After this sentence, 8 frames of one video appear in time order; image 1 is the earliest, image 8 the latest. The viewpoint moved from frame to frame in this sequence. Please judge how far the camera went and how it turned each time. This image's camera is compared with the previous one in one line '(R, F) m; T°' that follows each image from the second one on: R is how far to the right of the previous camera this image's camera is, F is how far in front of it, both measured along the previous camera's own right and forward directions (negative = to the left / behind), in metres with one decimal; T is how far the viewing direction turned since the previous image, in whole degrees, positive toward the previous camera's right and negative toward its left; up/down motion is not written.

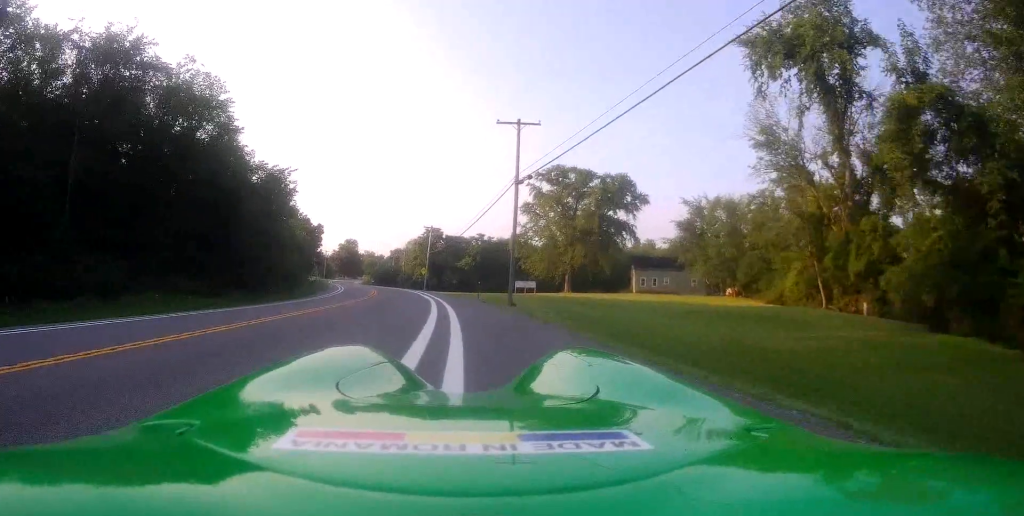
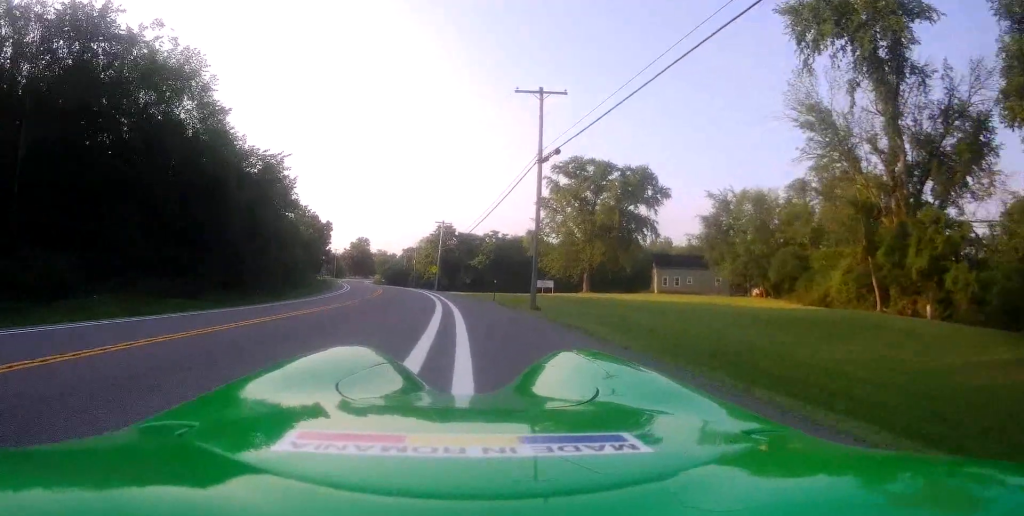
(+0.2, +5.1) m; -2°
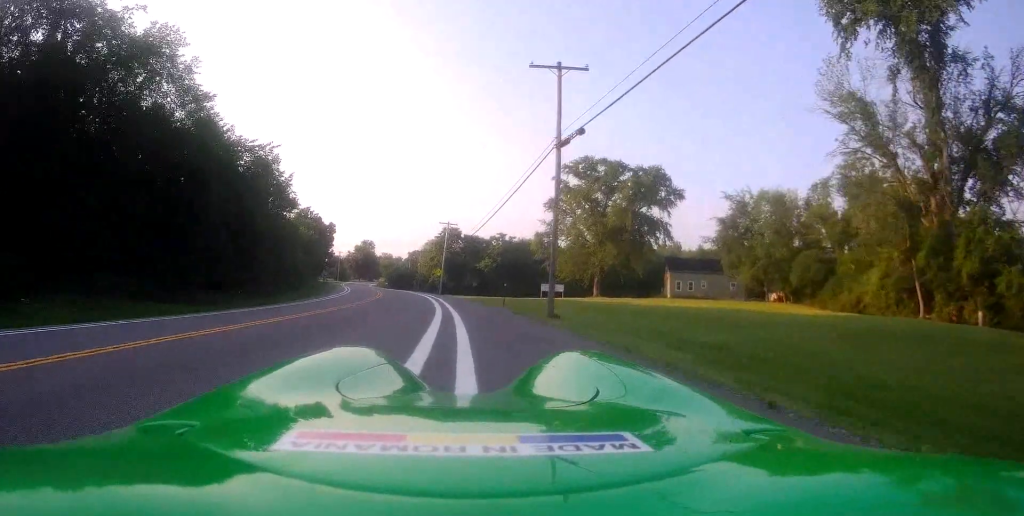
(-0.1, +3.8) m; 0°
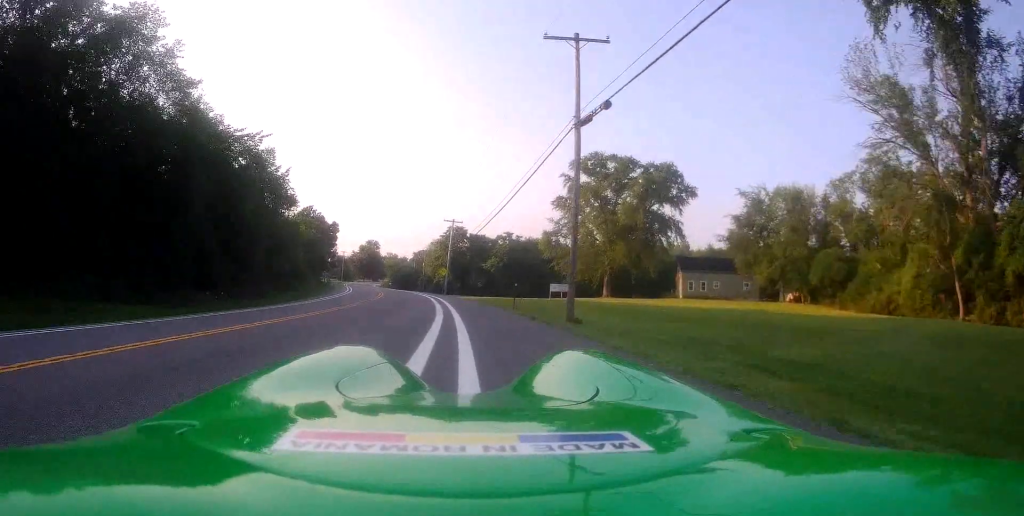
(-0.2, +3.2) m; 0°
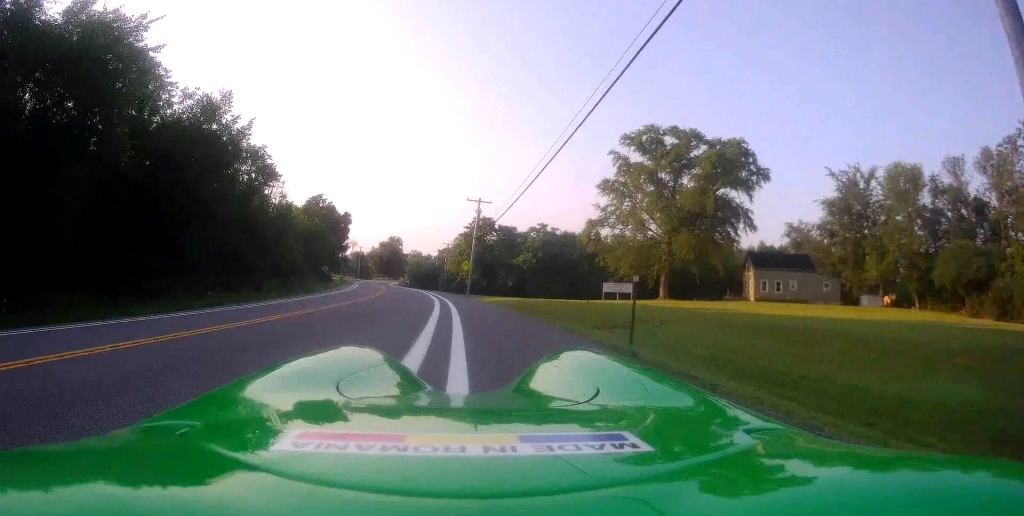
(-0.8, +17.1) m; -7°
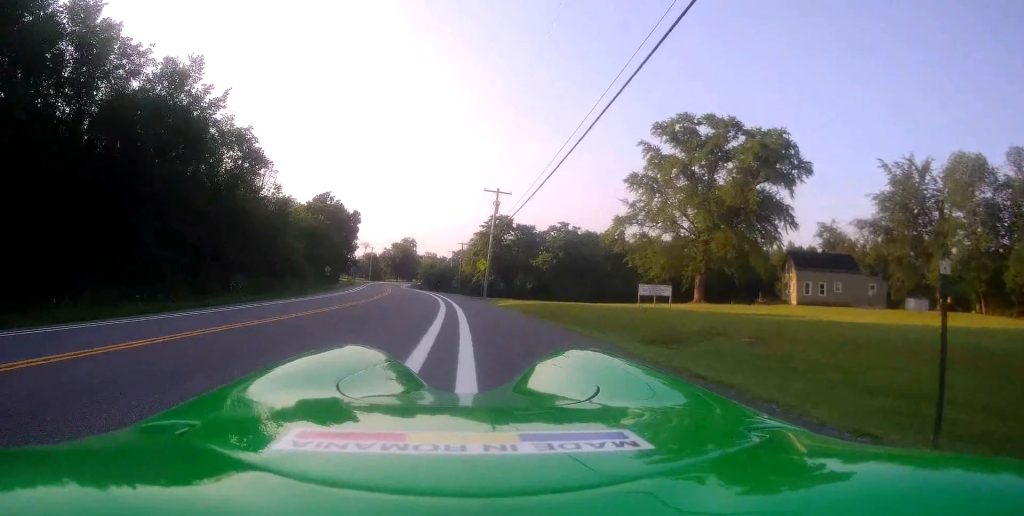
(+0.1, +7.5) m; -1°
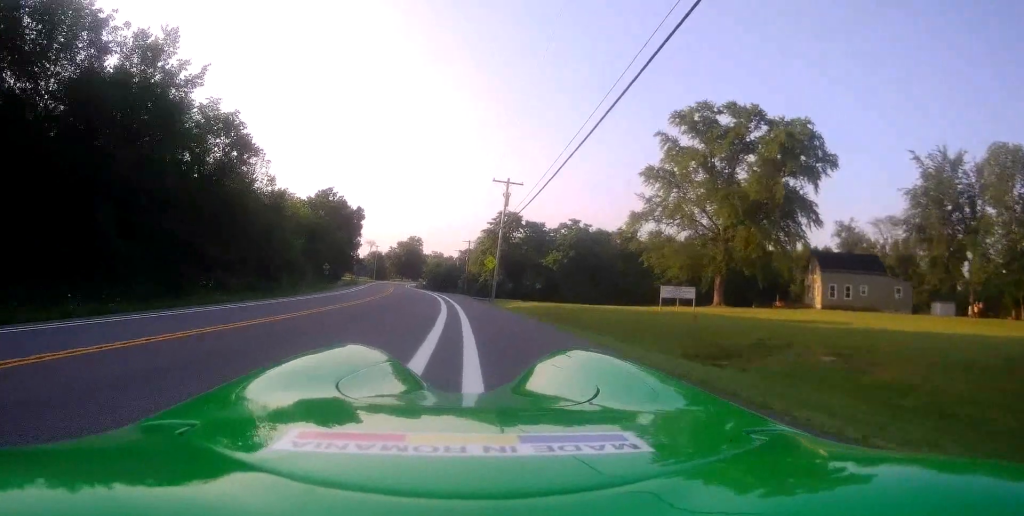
(-0.1, +4.5) m; 0°
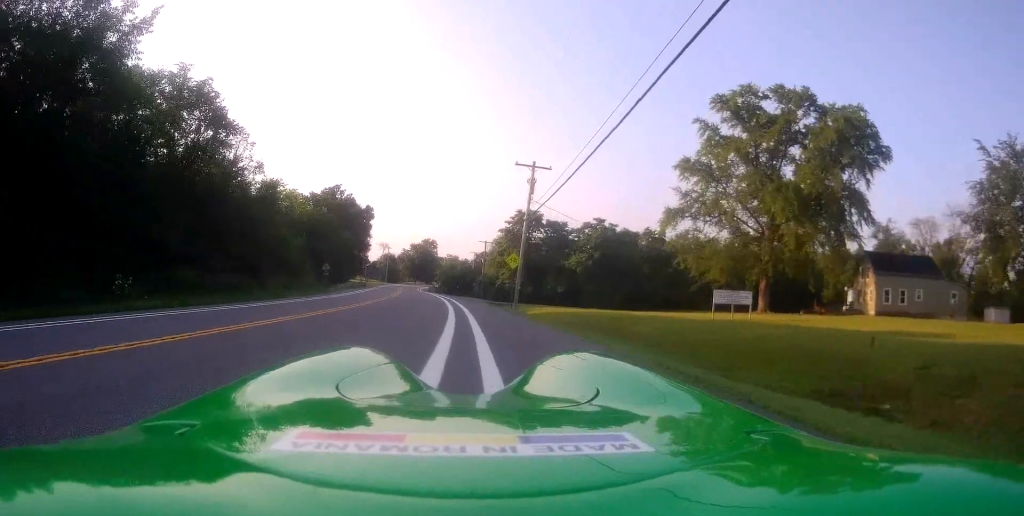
(-0.1, +7.9) m; 0°
